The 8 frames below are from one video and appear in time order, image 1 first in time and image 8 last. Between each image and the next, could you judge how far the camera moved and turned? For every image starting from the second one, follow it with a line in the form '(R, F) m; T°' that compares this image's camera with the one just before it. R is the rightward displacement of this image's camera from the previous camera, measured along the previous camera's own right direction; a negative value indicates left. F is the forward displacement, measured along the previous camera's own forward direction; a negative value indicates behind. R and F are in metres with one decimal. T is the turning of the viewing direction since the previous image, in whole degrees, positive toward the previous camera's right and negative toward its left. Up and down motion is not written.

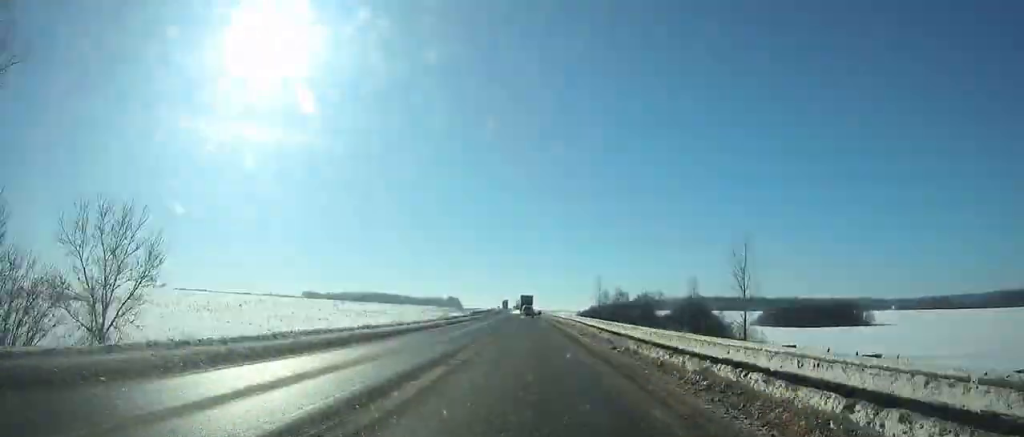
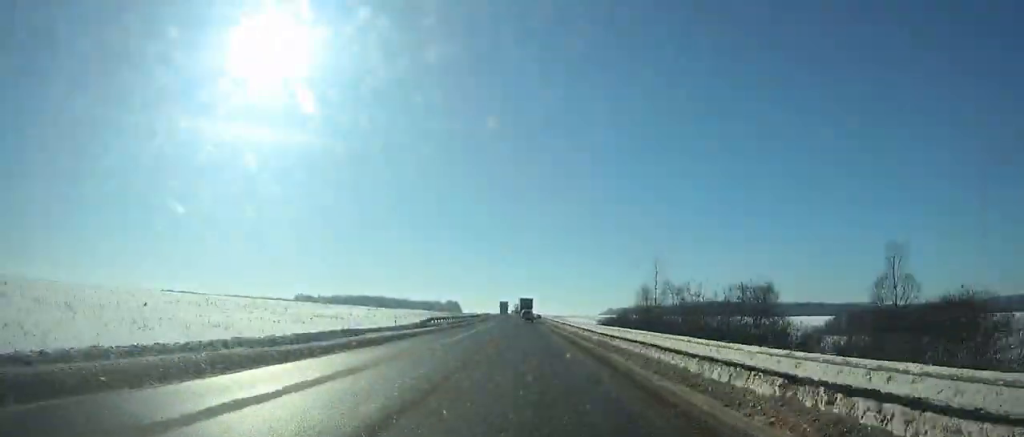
(-0.2, +42.7) m; 0°
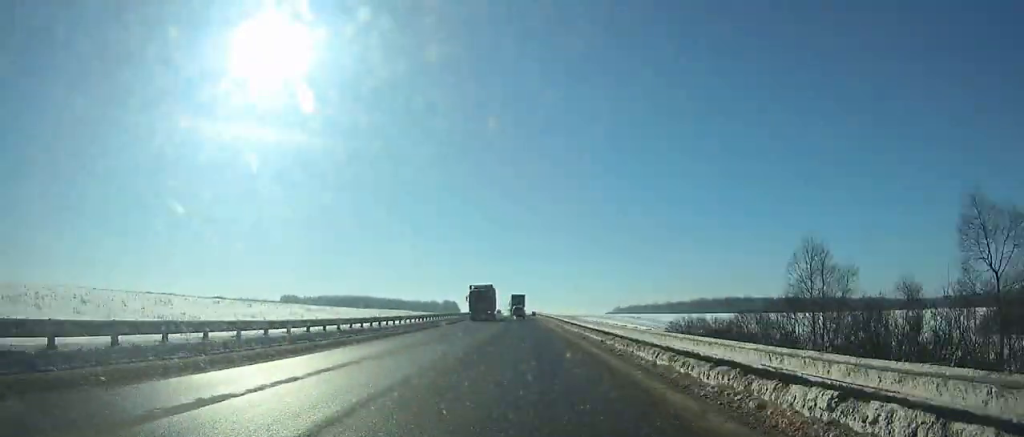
(-0.2, +58.1) m; -1°
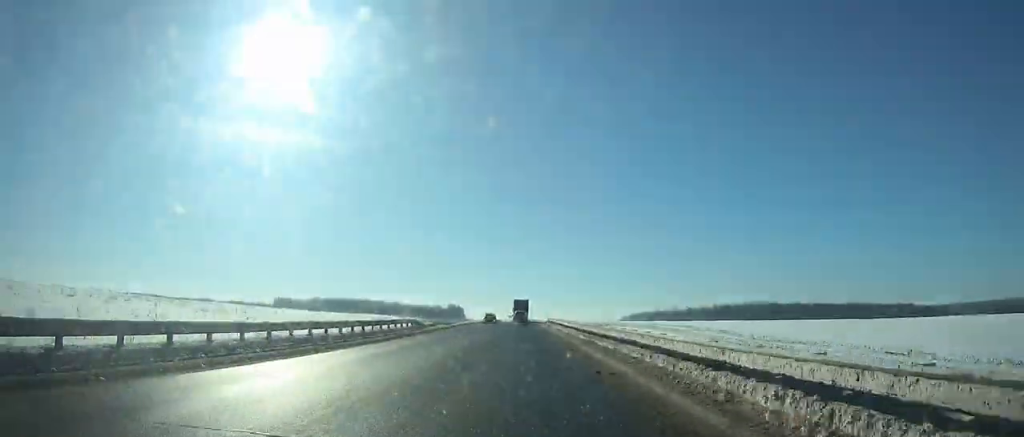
(-0.3, +51.2) m; -1°
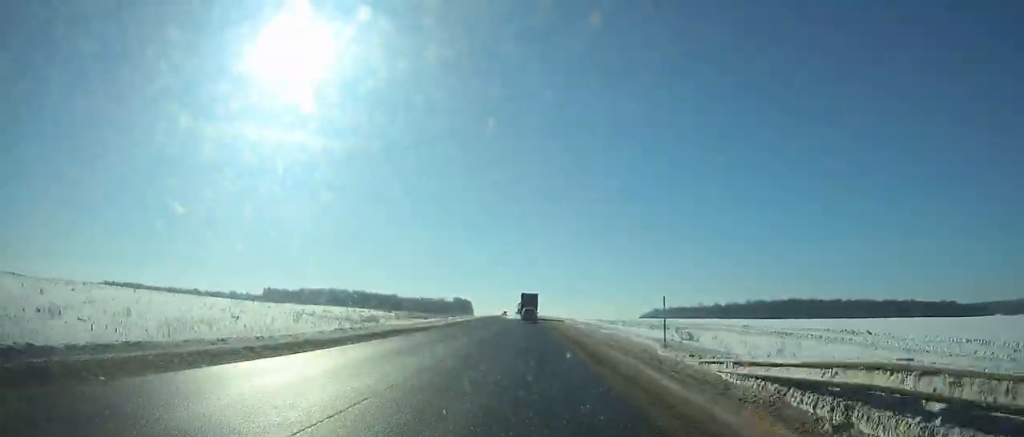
(-0.8, +68.2) m; -1°
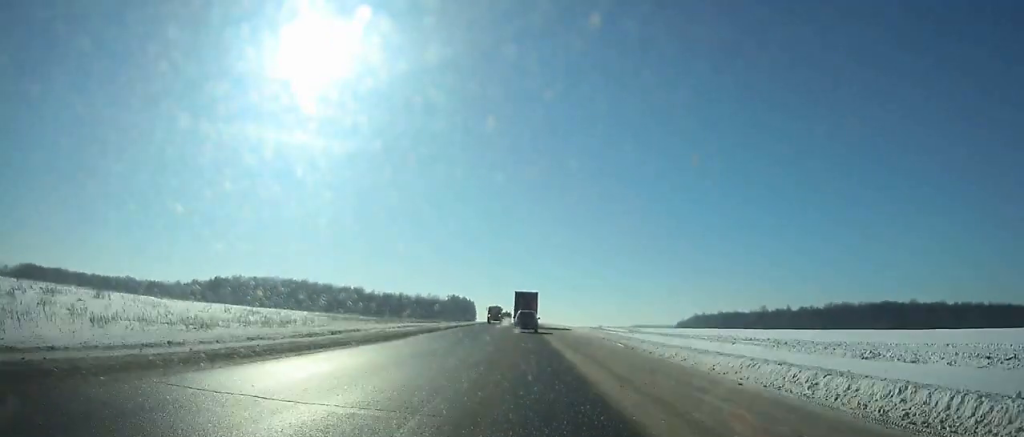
(-2.3, +152.8) m; -2°
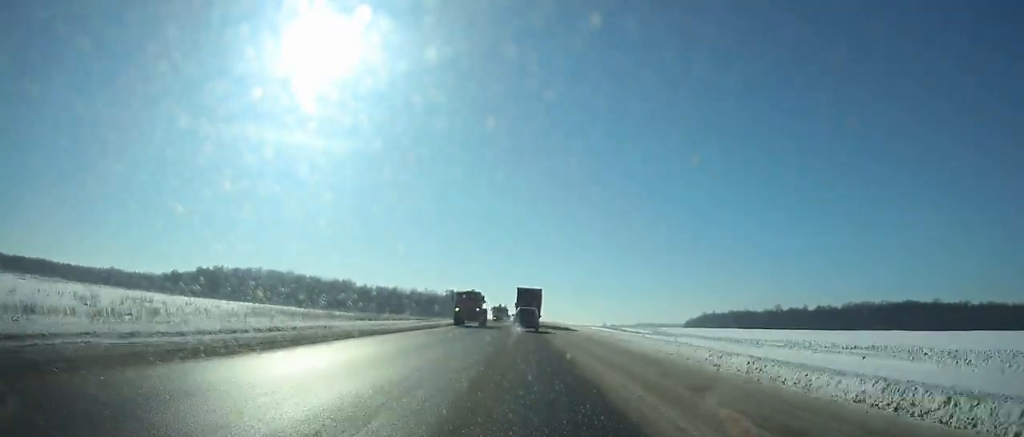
(-0.1, +28.2) m; 0°
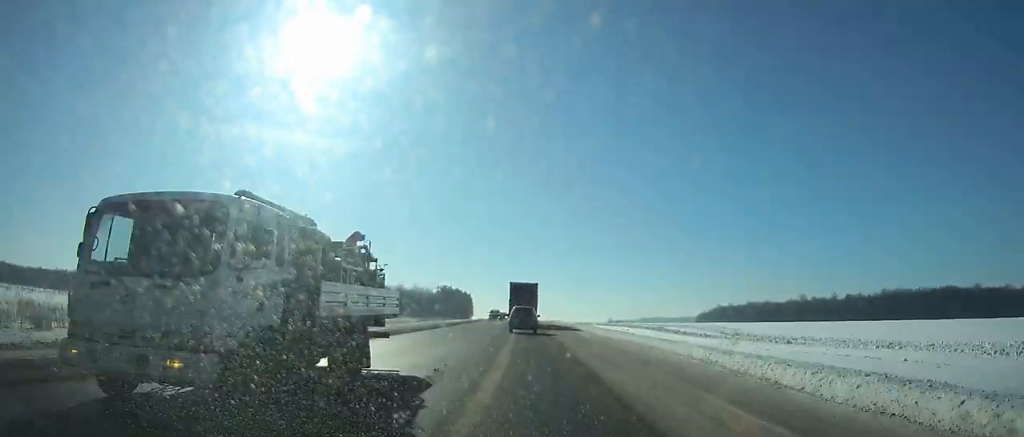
(-0.1, +47.6) m; 0°
